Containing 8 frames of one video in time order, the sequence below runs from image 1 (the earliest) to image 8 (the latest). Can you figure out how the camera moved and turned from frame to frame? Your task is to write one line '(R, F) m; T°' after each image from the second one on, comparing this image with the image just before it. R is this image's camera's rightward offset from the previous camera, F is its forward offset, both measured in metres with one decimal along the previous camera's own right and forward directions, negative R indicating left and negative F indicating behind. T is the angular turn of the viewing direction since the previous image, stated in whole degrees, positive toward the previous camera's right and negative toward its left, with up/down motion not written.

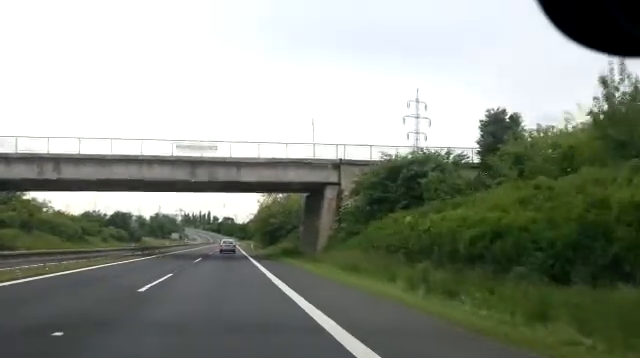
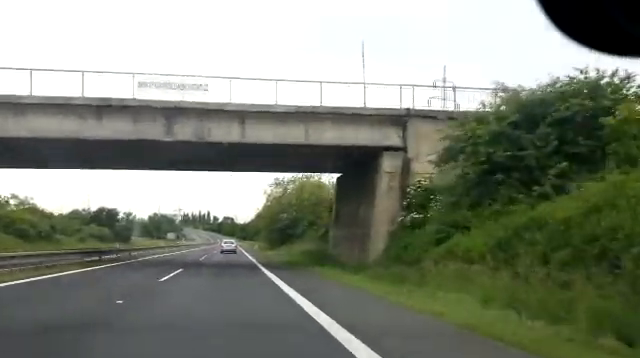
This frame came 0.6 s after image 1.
(0.0, +15.4) m; 0°
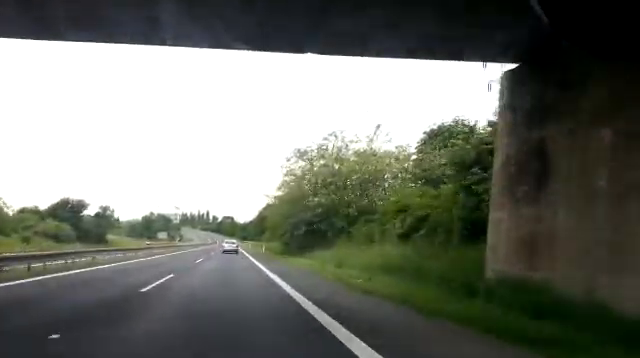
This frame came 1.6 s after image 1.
(+0.1, +22.8) m; 0°
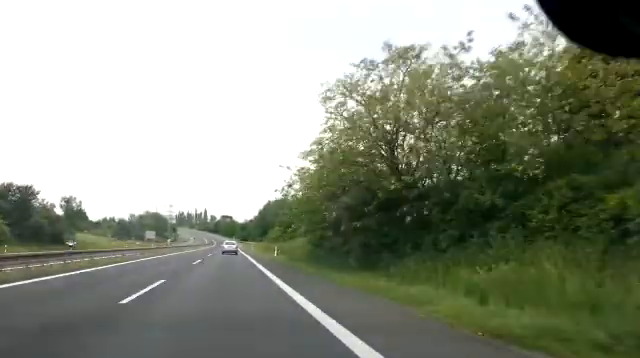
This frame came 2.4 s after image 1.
(-0.1, +21.5) m; 0°
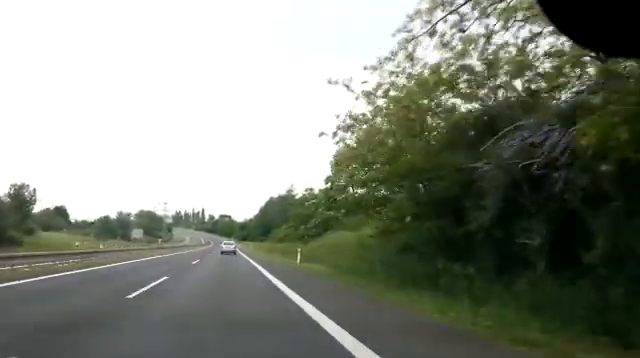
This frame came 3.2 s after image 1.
(-0.1, +18.7) m; 0°
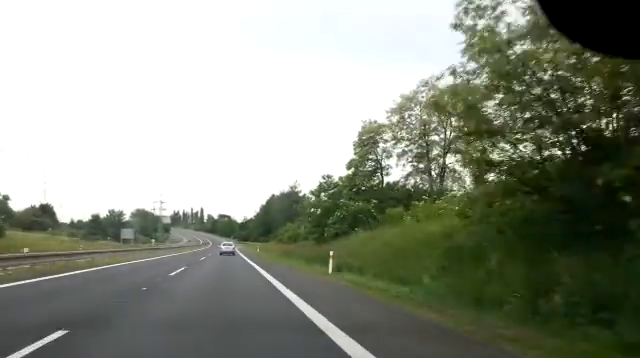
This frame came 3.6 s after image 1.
(+0.1, +11.5) m; 0°
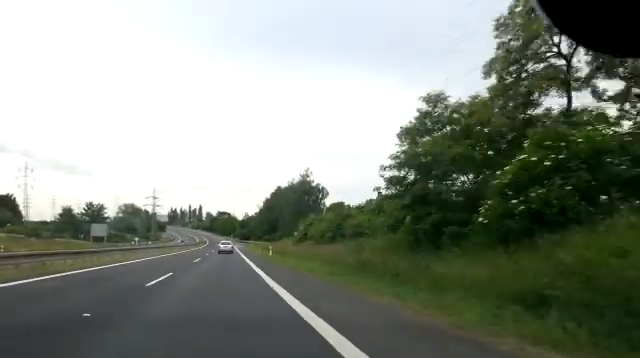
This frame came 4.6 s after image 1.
(0.0, +23.6) m; 0°
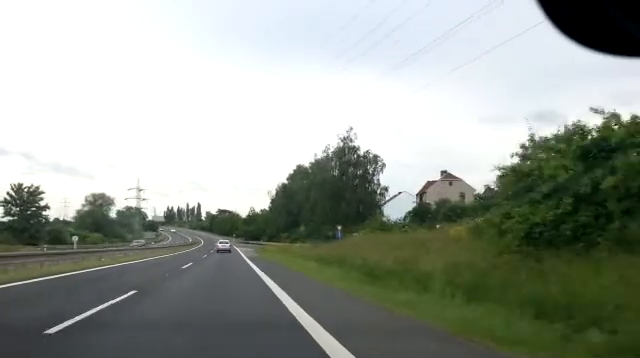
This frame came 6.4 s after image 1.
(-0.4, +43.3) m; -1°
